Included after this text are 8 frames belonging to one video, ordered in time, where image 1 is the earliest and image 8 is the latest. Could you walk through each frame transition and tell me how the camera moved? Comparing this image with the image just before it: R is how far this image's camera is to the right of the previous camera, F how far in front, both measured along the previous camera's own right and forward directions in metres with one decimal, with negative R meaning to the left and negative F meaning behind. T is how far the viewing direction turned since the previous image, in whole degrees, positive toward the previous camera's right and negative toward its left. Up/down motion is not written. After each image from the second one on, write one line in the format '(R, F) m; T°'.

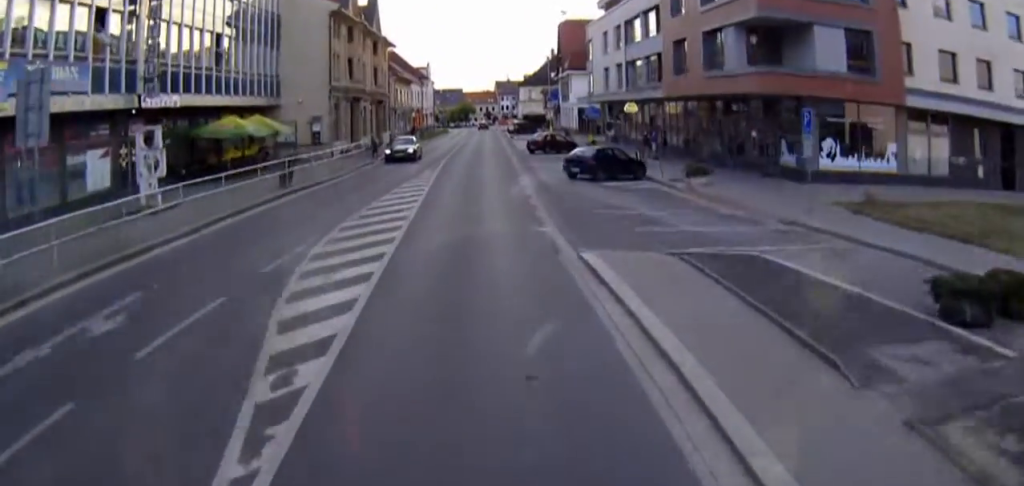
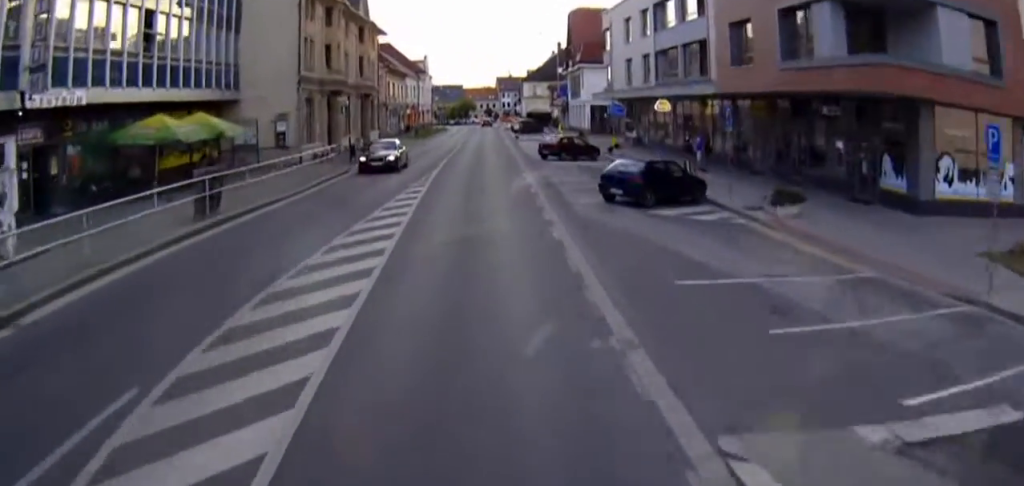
(0.0, +8.2) m; 0°
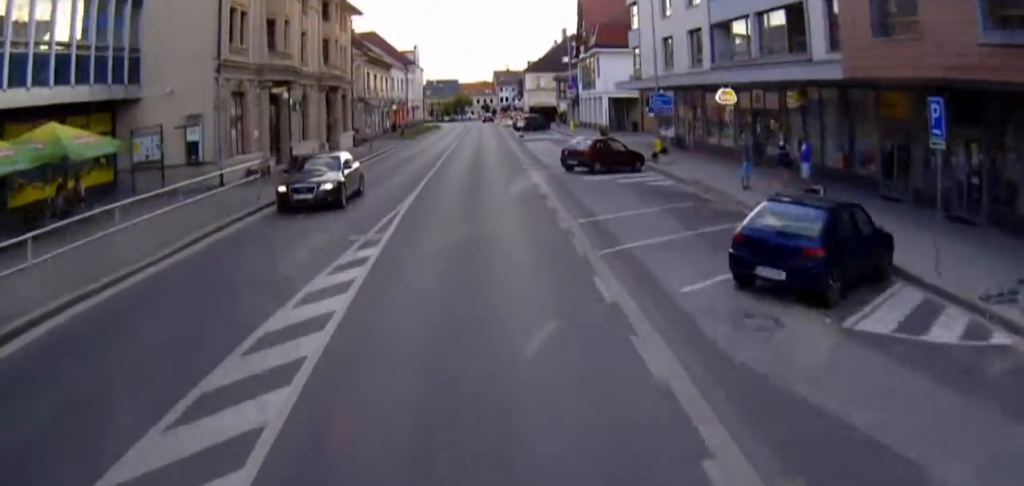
(+0.1, +11.3) m; -1°
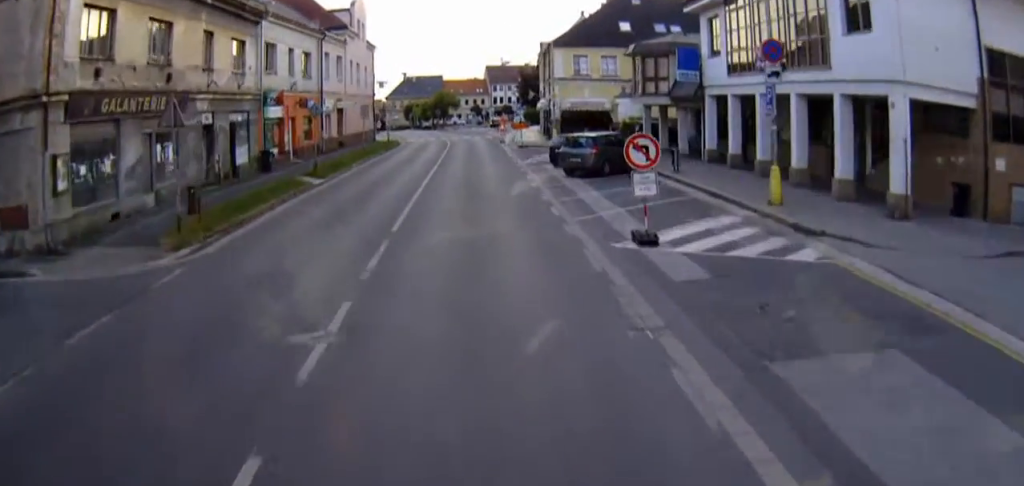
(+0.1, +44.6) m; -1°
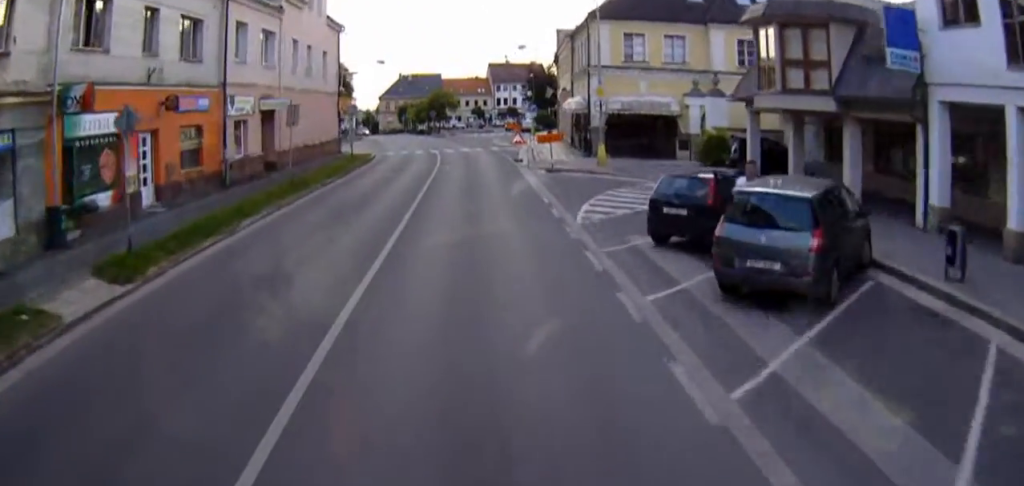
(-0.2, +17.4) m; +1°
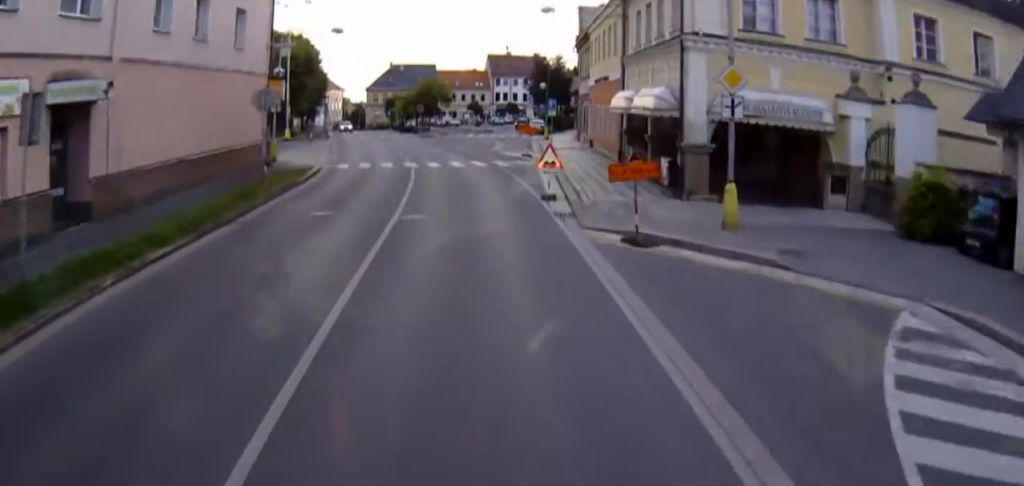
(+0.4, +16.1) m; +1°
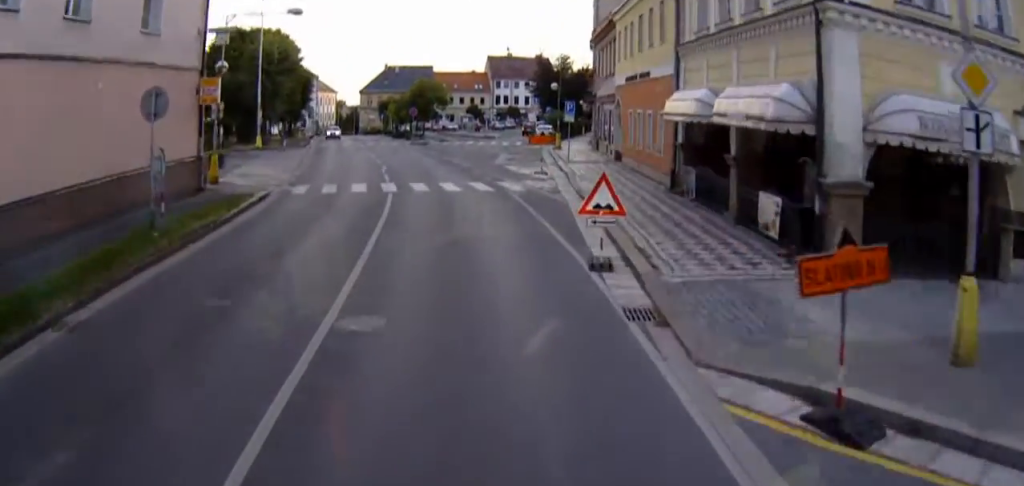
(0.0, +8.3) m; -2°
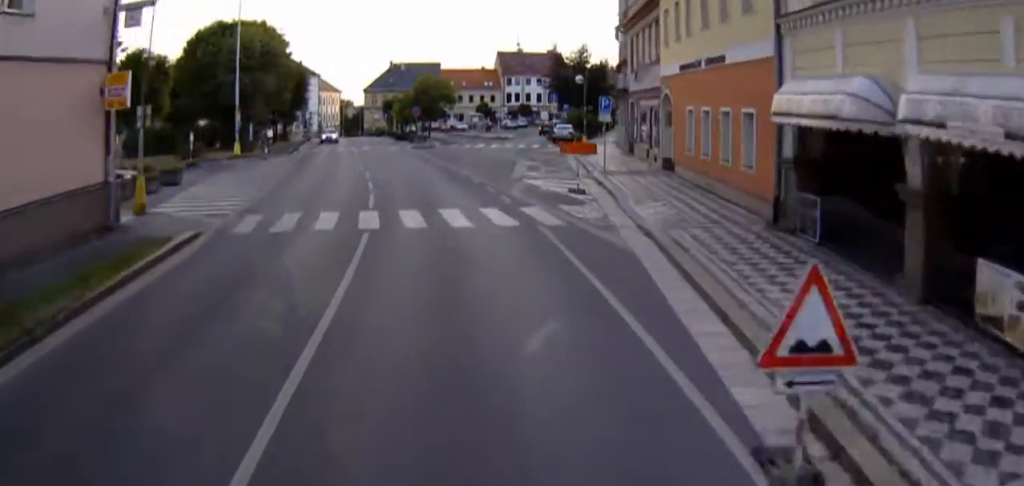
(+0.1, +7.2) m; -1°
